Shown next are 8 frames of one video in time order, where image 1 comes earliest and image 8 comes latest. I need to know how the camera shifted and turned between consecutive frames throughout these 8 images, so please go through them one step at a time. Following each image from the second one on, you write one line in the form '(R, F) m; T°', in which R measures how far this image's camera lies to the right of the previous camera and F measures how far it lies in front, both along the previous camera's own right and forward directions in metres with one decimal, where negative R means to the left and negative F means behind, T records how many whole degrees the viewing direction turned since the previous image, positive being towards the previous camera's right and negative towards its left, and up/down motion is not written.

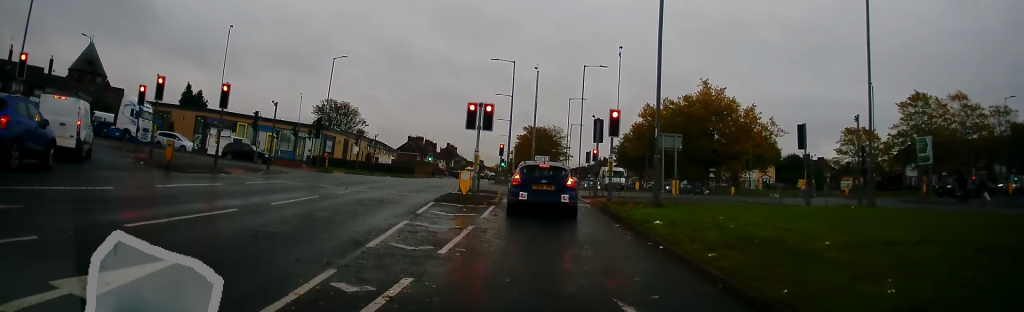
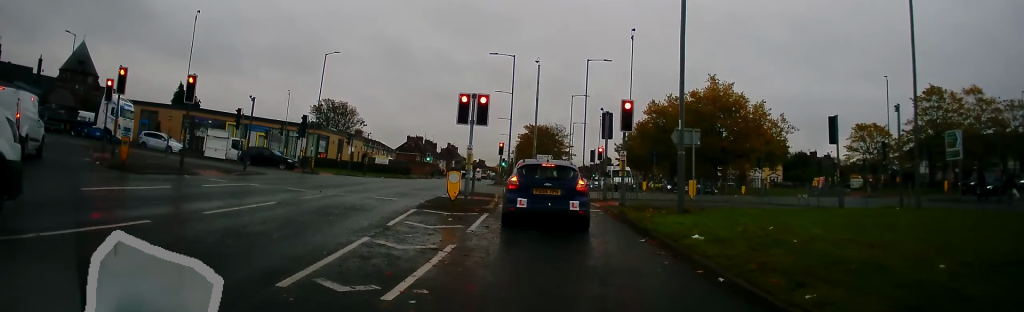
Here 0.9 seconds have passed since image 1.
(+0.2, +3.3) m; +1°
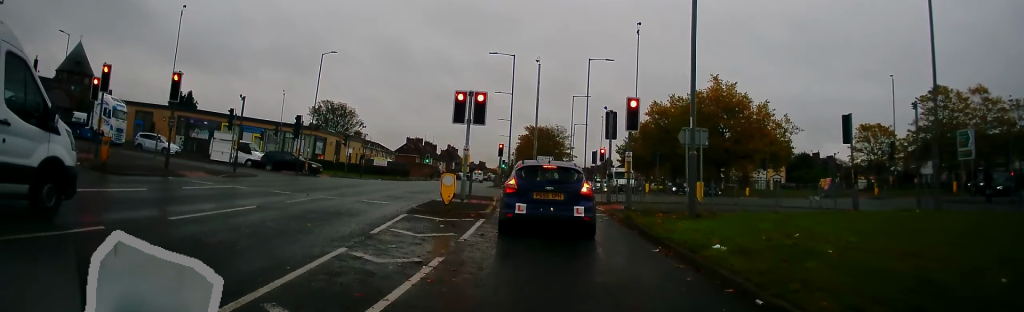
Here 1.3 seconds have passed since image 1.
(0.0, +1.3) m; +2°
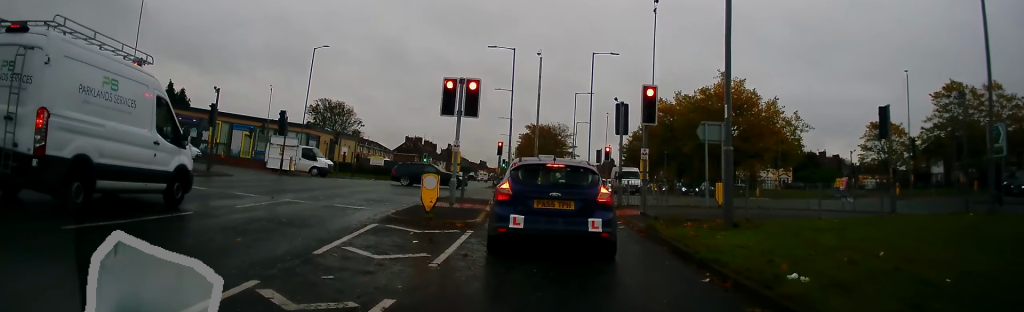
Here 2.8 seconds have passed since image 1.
(+0.2, +2.9) m; +5°
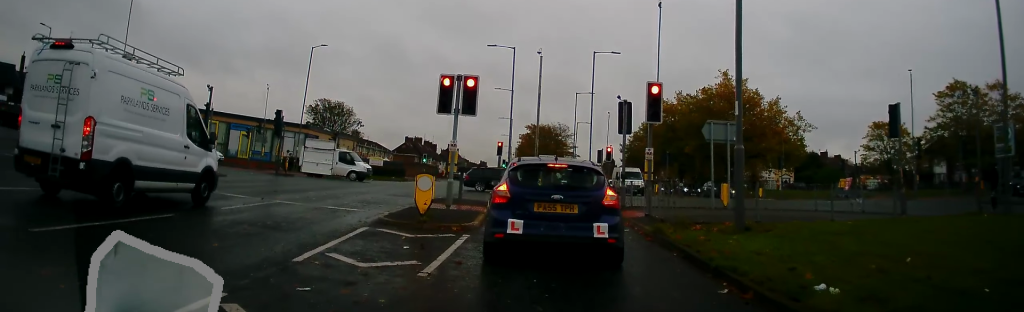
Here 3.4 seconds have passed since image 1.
(+0.1, +0.8) m; 0°
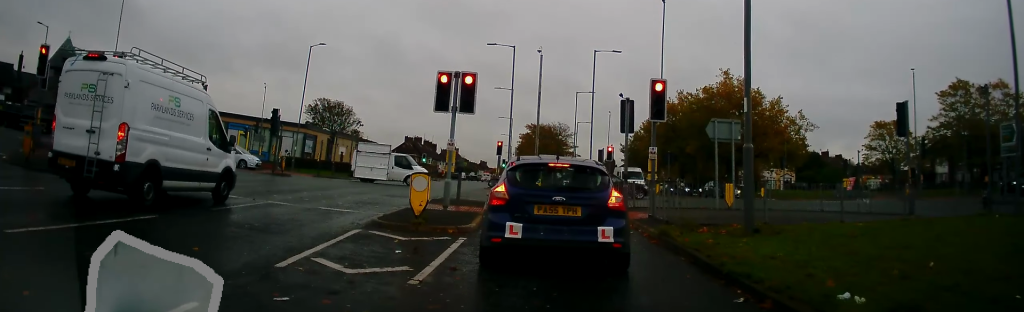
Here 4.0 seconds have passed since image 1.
(-0.4, +0.5) m; 0°
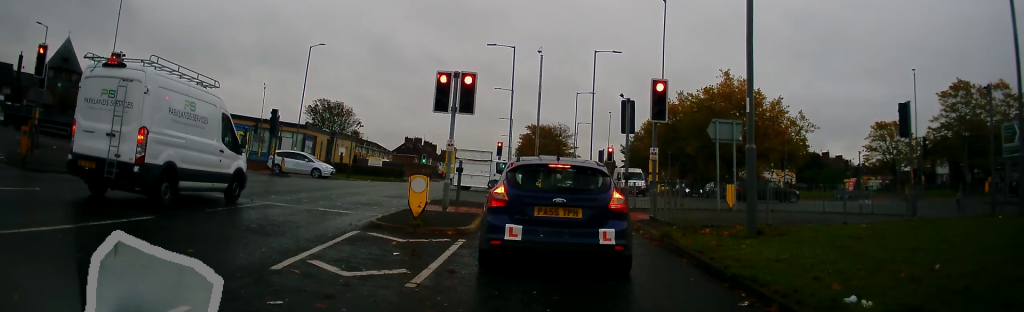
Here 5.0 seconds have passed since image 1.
(-0.2, +0.2) m; 0°
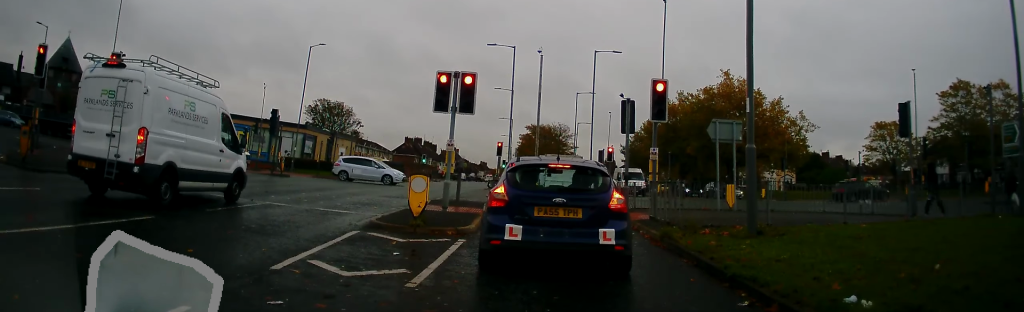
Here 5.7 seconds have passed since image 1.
(0.0, 0.0) m; 0°
